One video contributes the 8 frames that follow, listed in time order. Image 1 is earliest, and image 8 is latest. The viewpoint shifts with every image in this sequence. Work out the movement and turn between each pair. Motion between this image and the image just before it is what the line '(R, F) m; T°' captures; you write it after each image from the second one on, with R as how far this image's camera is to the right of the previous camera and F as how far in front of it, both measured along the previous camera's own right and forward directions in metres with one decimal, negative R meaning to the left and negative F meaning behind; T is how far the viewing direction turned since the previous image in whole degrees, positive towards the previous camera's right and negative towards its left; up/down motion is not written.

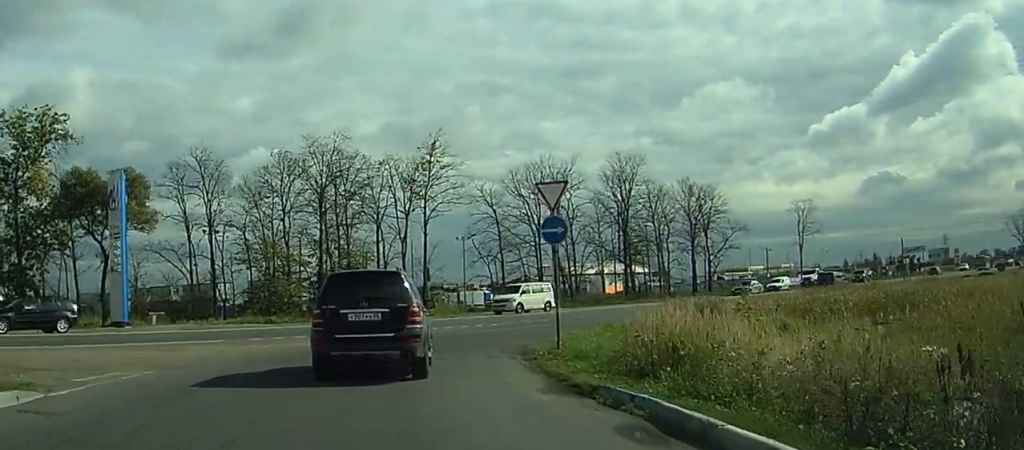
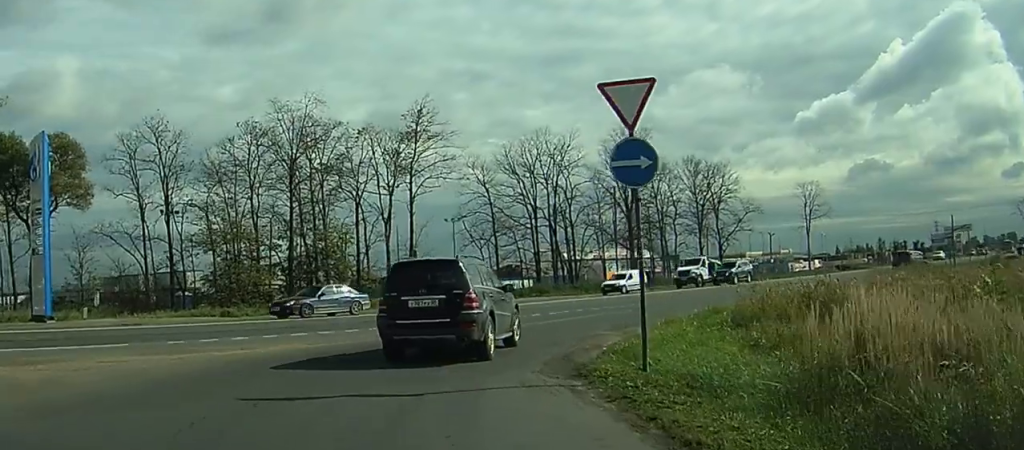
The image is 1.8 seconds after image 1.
(-0.1, +8.8) m; 0°
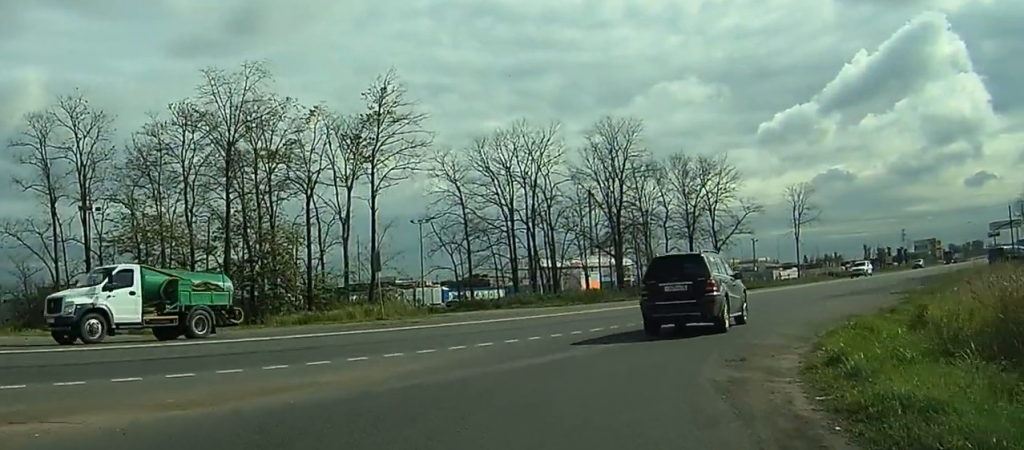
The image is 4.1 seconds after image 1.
(+0.2, +10.0) m; +5°
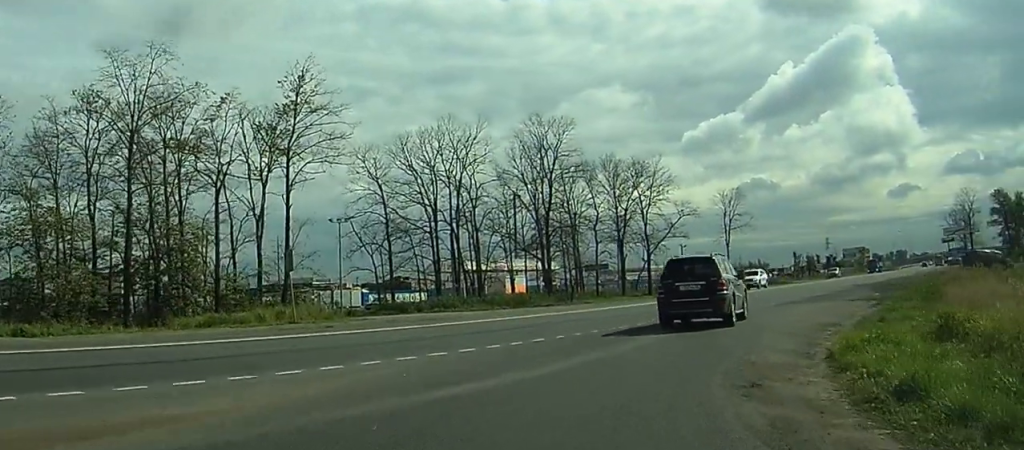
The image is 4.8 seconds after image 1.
(+0.3, +3.4) m; +1°
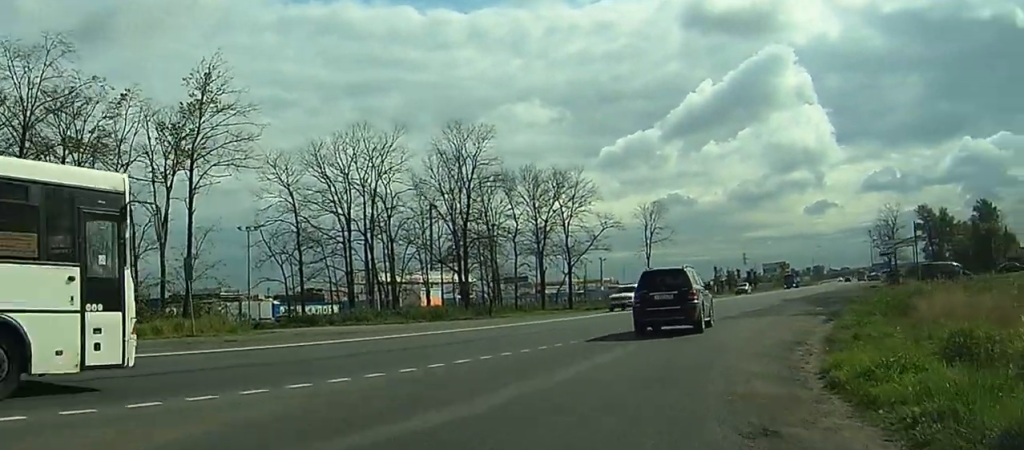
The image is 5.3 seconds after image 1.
(-0.3, +3.3) m; +2°
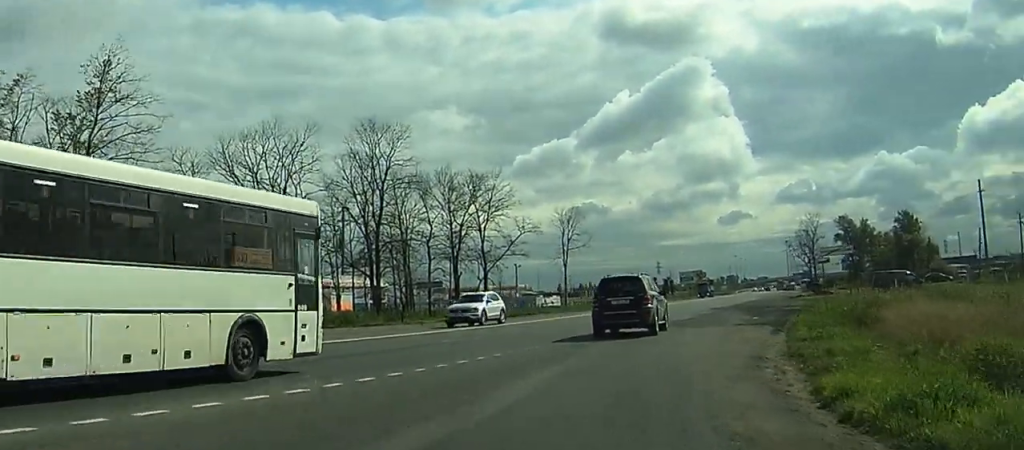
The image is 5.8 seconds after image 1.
(-0.2, +3.0) m; +2°
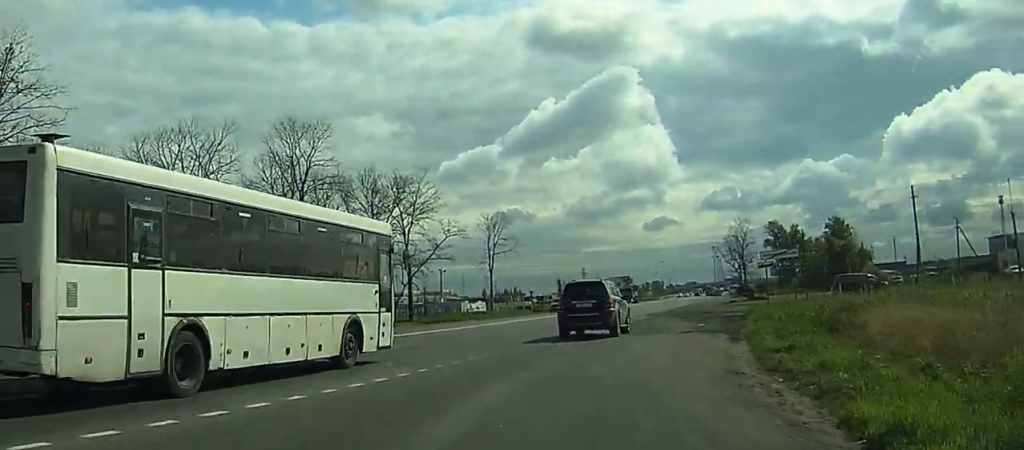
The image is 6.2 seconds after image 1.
(+0.3, +3.1) m; +6°
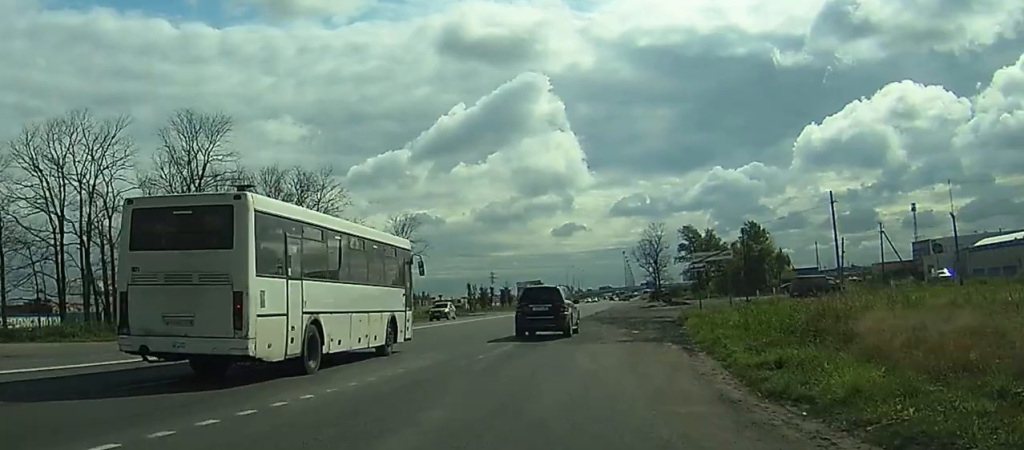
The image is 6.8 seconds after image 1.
(+0.1, +4.1) m; +8°
